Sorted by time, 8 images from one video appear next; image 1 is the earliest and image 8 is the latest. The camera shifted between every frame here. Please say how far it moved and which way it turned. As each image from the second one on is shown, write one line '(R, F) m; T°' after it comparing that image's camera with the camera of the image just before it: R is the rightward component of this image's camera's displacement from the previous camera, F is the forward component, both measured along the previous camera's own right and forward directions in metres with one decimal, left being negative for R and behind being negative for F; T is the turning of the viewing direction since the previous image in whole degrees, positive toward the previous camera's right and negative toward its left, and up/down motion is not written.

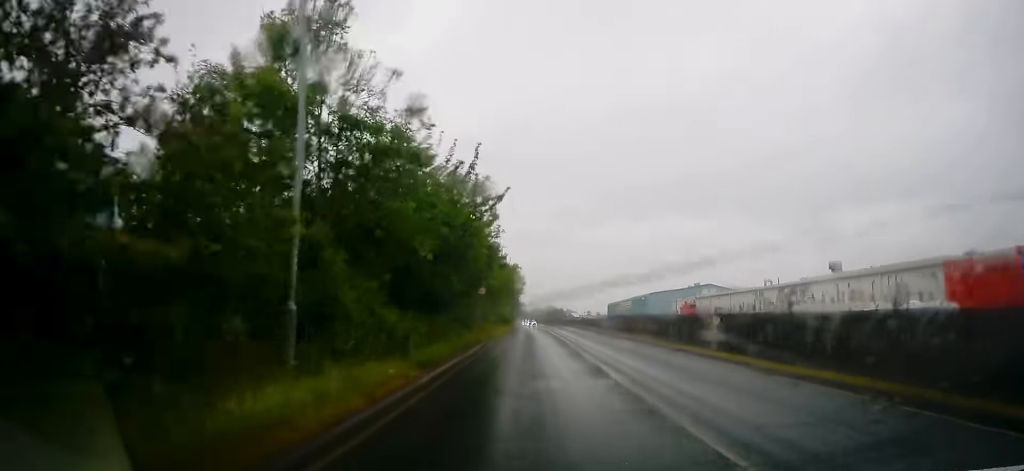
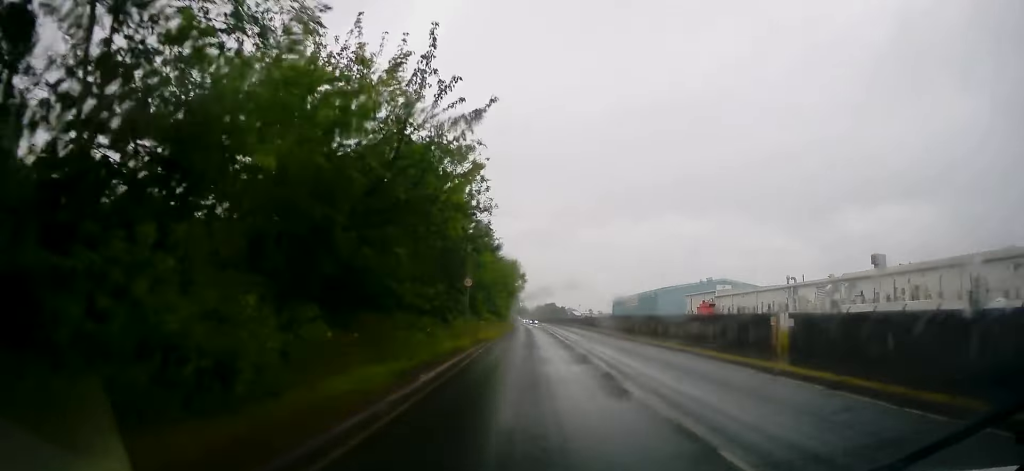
(-0.2, +8.6) m; +1°
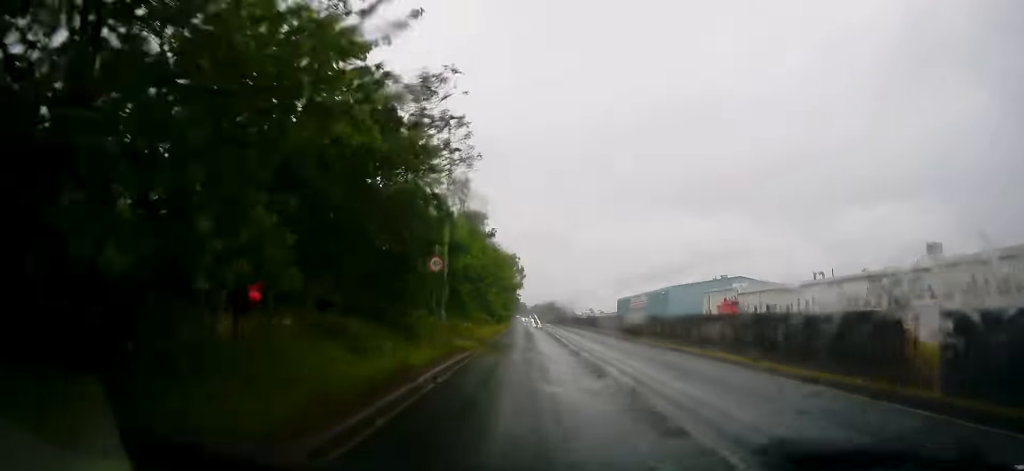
(+0.3, +9.1) m; 0°
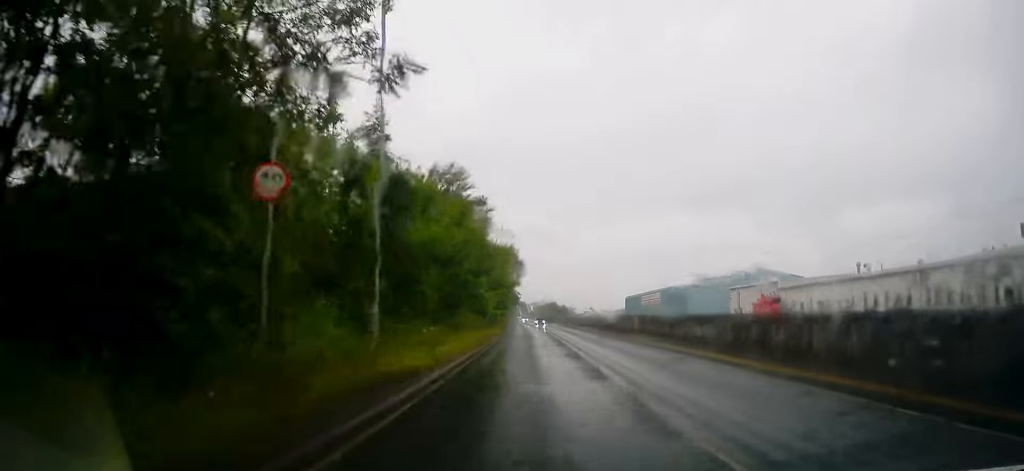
(+0.1, +11.7) m; -1°
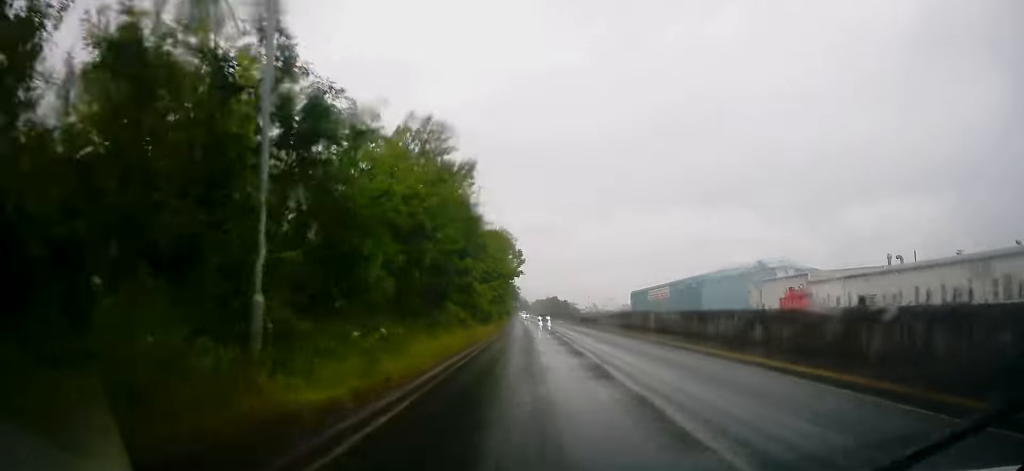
(-0.2, +6.6) m; -1°
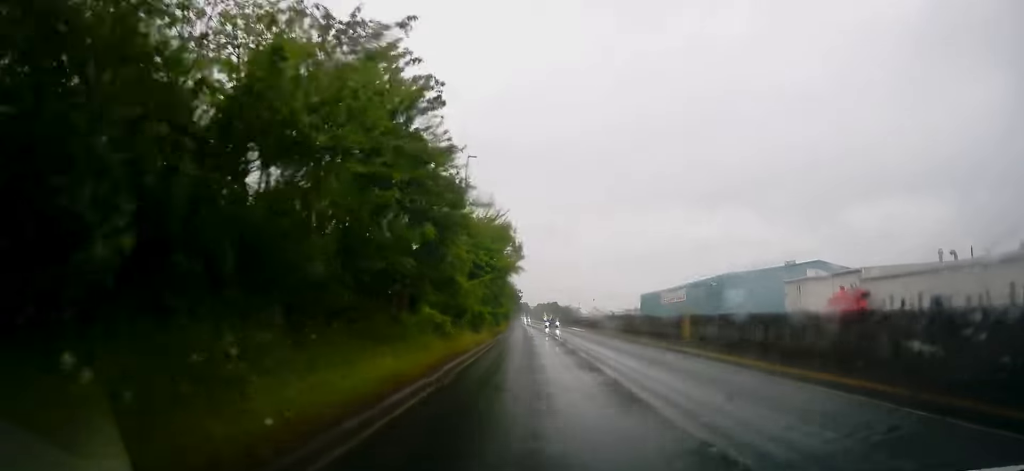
(-0.1, +9.2) m; 0°
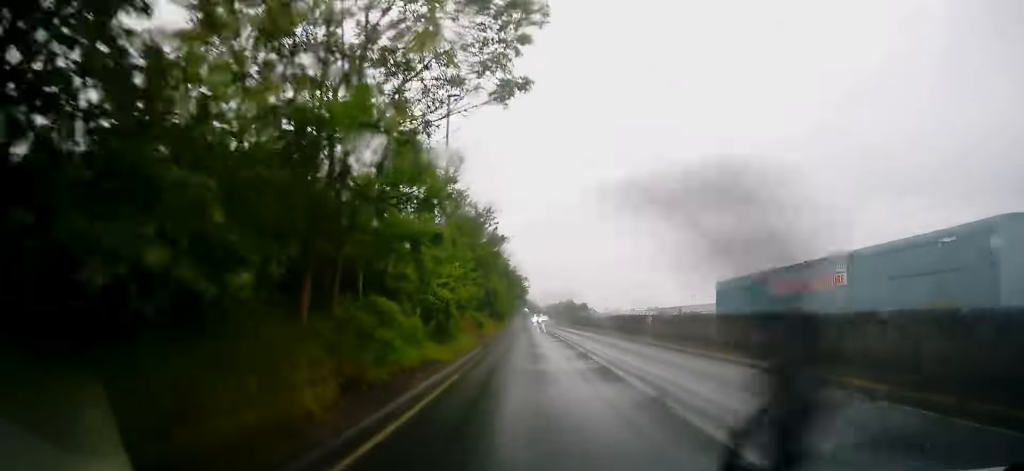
(+0.5, +44.4) m; -1°
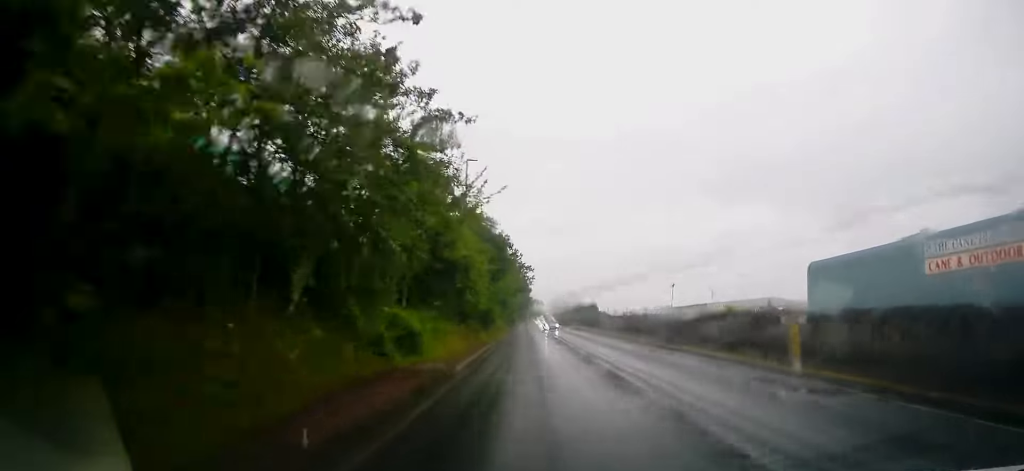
(+0.2, +25.2) m; +1°
